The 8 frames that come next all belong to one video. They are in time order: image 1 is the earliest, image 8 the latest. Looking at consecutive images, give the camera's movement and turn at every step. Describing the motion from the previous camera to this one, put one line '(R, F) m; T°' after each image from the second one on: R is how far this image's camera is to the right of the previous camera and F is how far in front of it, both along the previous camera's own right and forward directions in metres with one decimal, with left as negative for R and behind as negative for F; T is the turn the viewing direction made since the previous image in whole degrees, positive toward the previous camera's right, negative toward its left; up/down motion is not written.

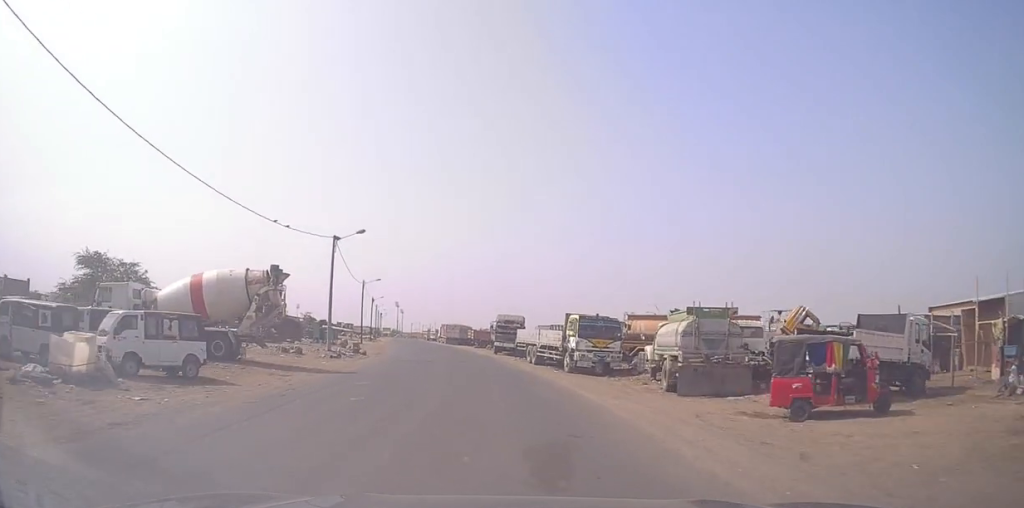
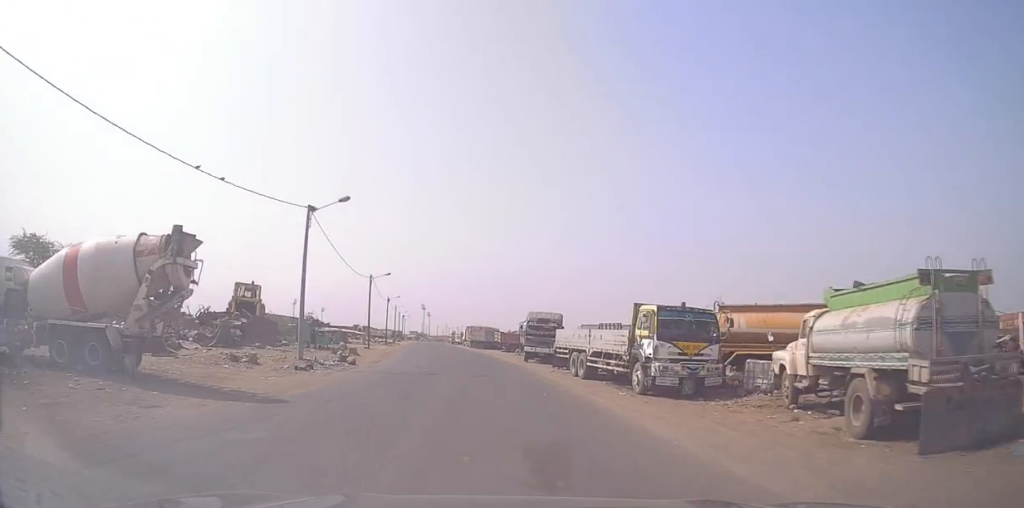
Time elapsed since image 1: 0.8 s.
(+0.3, +10.4) m; +2°
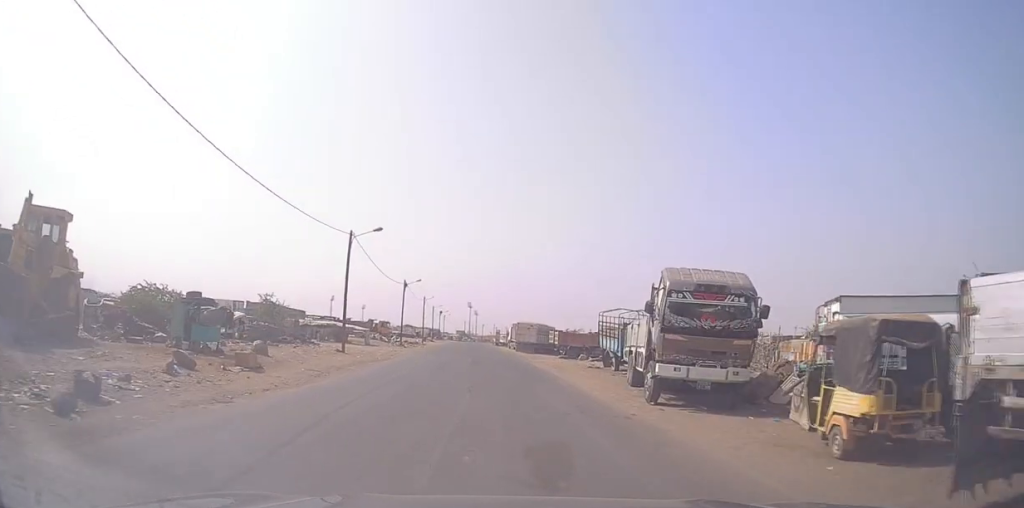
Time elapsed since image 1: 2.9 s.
(-2.0, +24.7) m; -7°
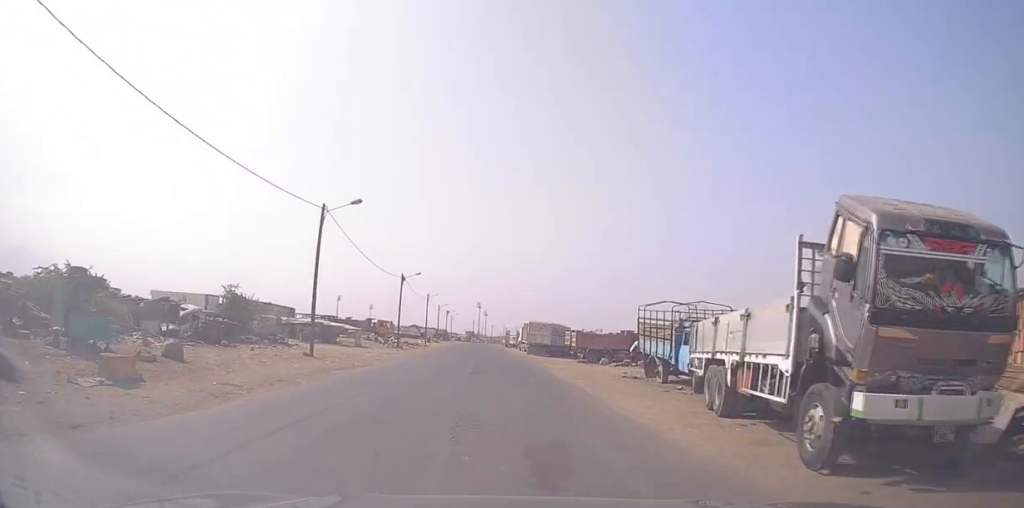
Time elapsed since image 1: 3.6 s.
(+0.3, +8.0) m; 0°
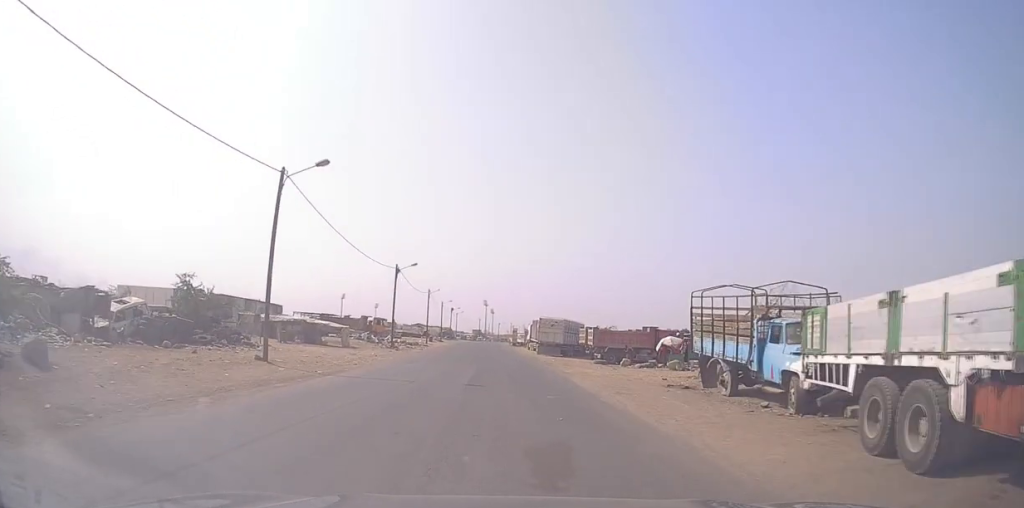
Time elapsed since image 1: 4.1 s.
(0.0, +6.8) m; -2°
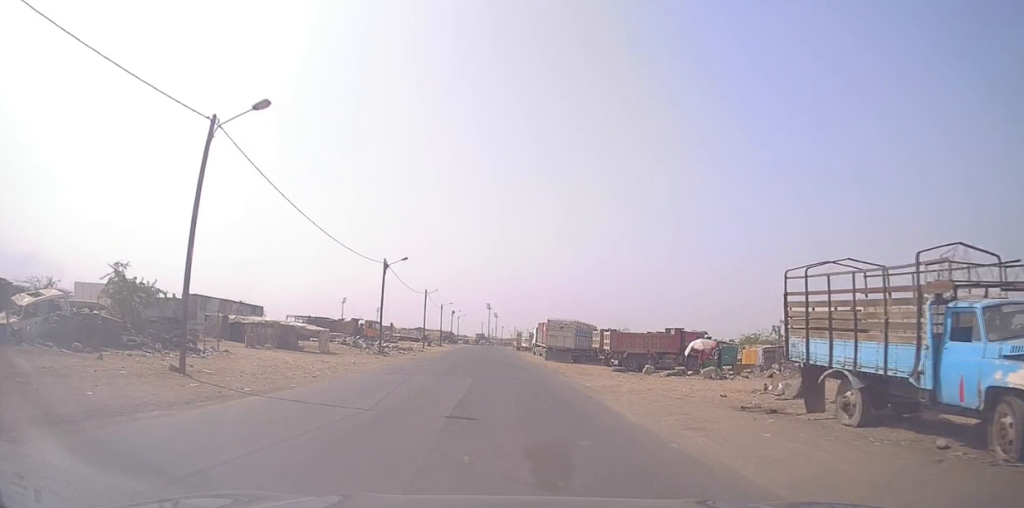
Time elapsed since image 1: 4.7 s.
(-0.1, +6.8) m; -3°
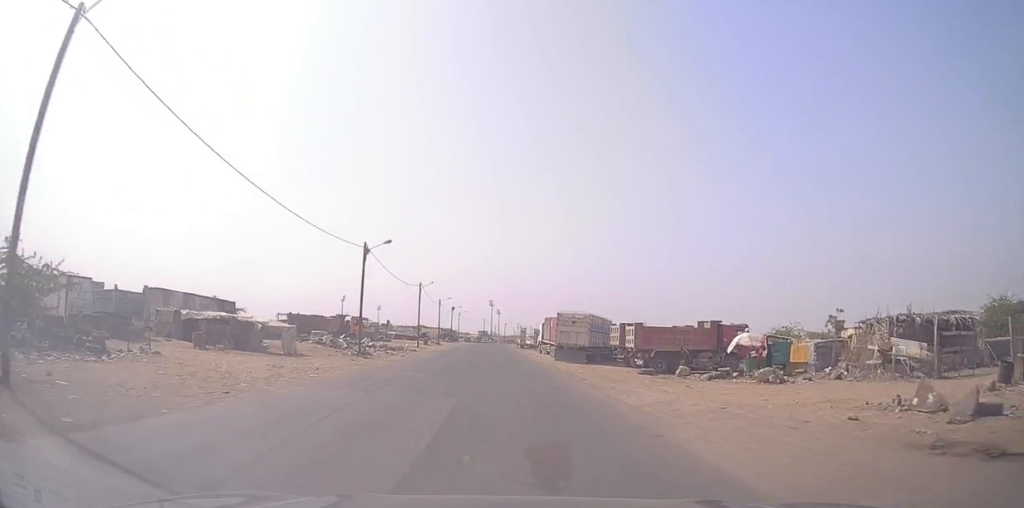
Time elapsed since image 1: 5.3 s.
(-0.3, +7.6) m; -1°
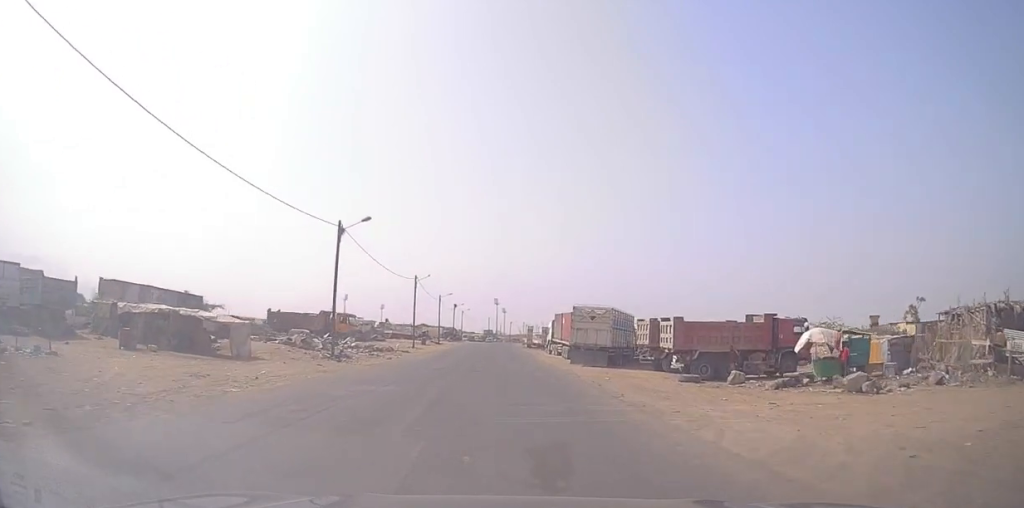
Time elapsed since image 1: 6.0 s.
(-0.2, +7.6) m; 0°
